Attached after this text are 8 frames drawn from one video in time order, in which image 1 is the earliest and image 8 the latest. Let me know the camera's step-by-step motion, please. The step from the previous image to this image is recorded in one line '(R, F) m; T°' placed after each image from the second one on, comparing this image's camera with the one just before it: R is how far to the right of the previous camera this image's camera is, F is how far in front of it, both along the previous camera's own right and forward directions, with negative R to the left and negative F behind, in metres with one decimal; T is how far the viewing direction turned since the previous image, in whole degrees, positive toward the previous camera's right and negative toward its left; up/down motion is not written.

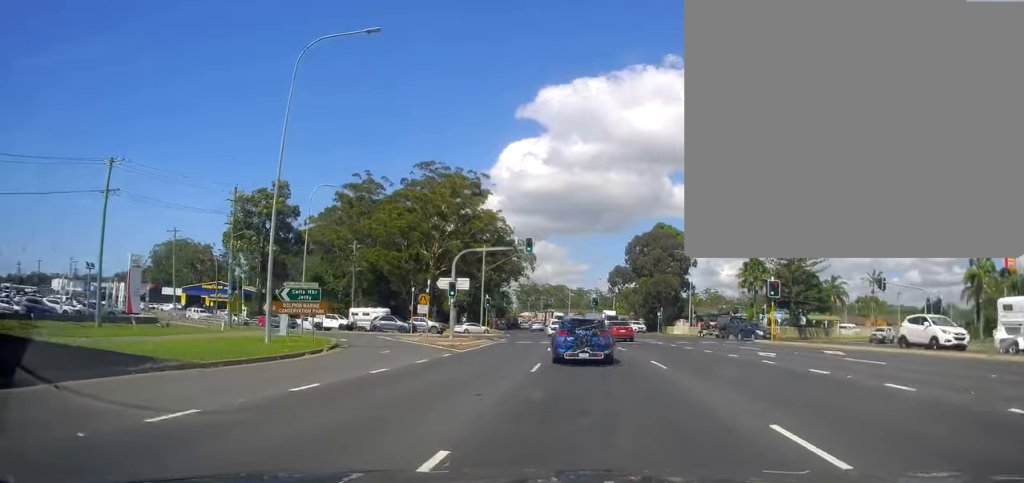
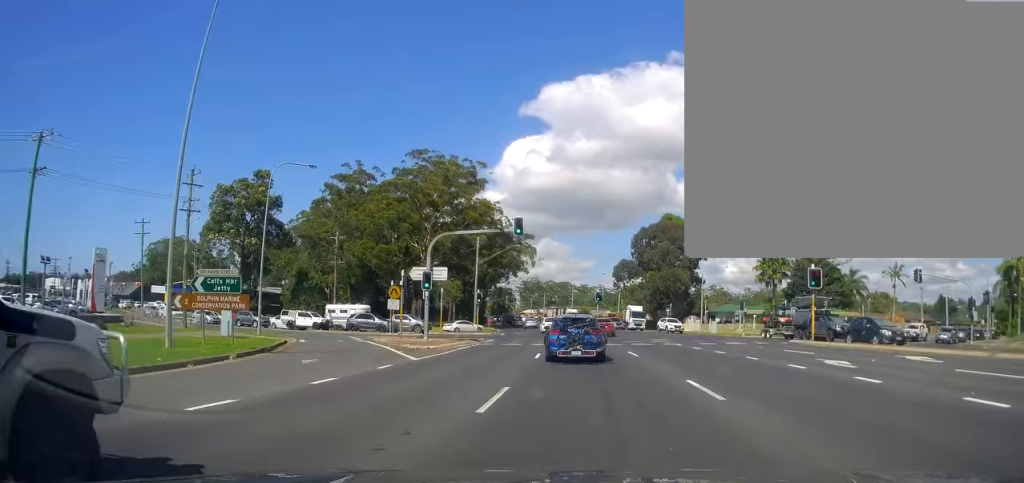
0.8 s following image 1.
(+0.4, +6.7) m; +1°
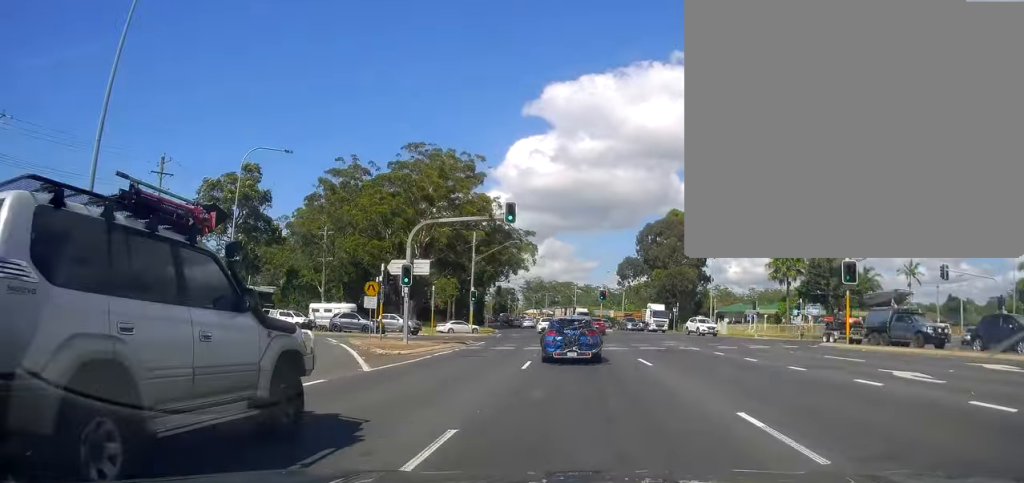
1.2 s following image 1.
(0.0, +4.2) m; -3°
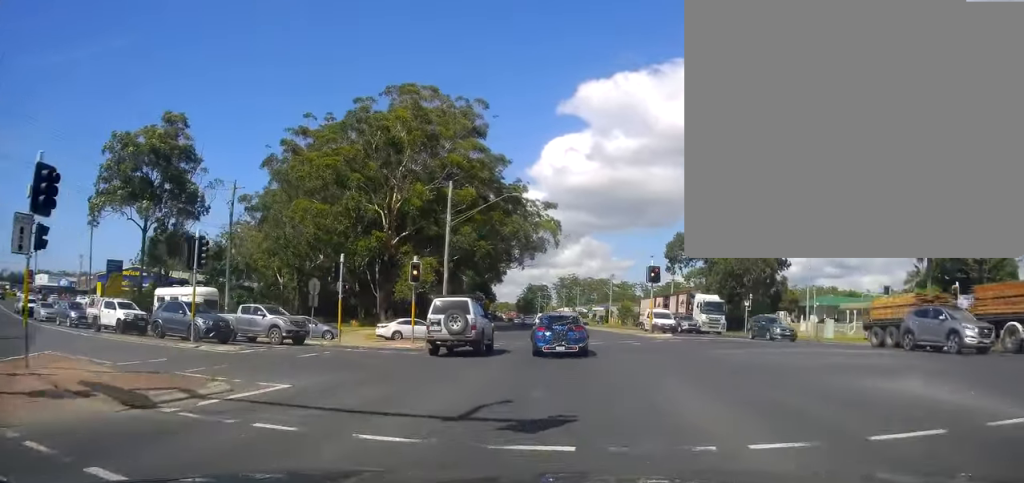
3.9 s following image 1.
(-0.1, +24.7) m; -1°
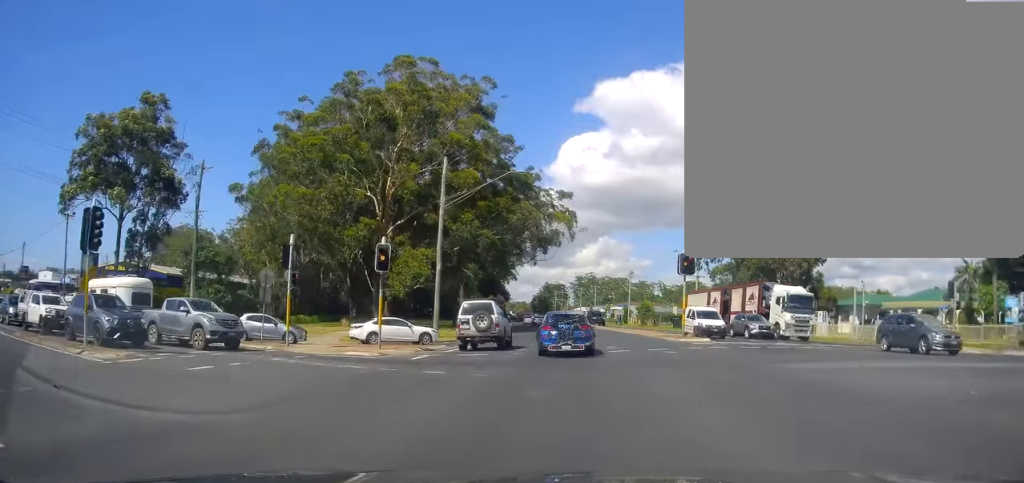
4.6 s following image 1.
(-0.2, +6.3) m; -4°
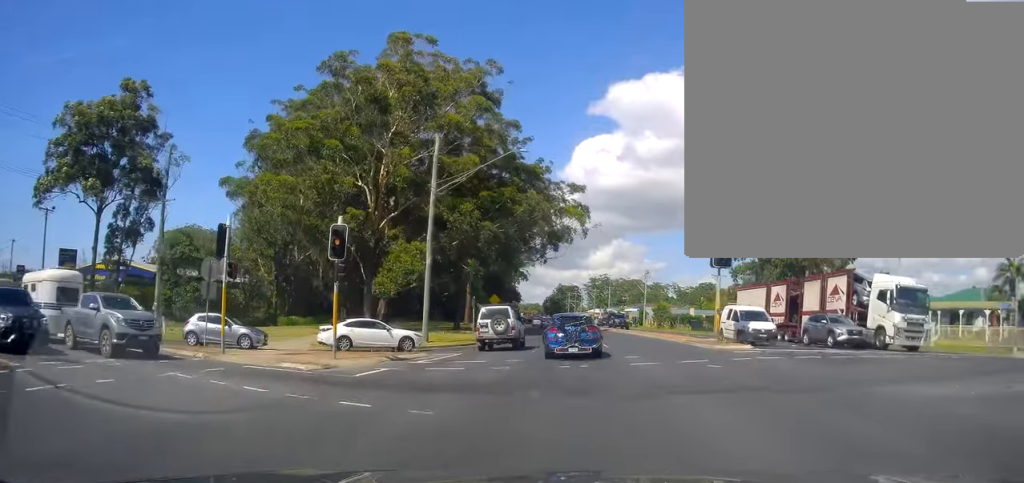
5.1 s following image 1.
(-0.2, +4.9) m; +1°
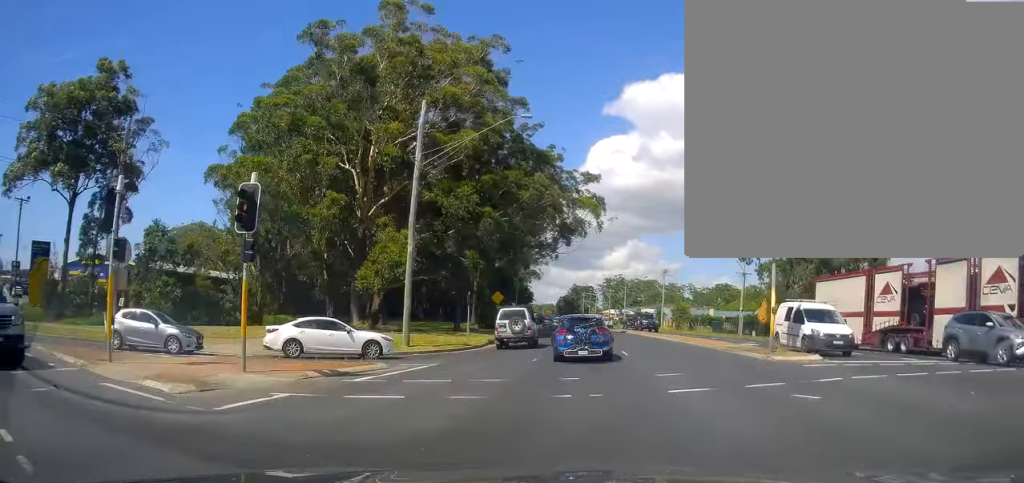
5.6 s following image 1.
(-0.1, +5.3) m; 0°
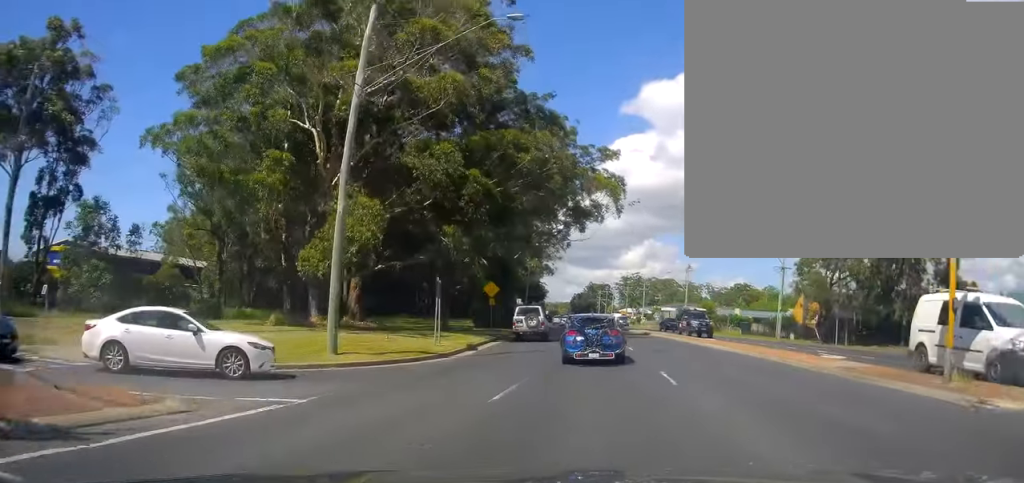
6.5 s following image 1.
(+0.6, +9.2) m; -4°
